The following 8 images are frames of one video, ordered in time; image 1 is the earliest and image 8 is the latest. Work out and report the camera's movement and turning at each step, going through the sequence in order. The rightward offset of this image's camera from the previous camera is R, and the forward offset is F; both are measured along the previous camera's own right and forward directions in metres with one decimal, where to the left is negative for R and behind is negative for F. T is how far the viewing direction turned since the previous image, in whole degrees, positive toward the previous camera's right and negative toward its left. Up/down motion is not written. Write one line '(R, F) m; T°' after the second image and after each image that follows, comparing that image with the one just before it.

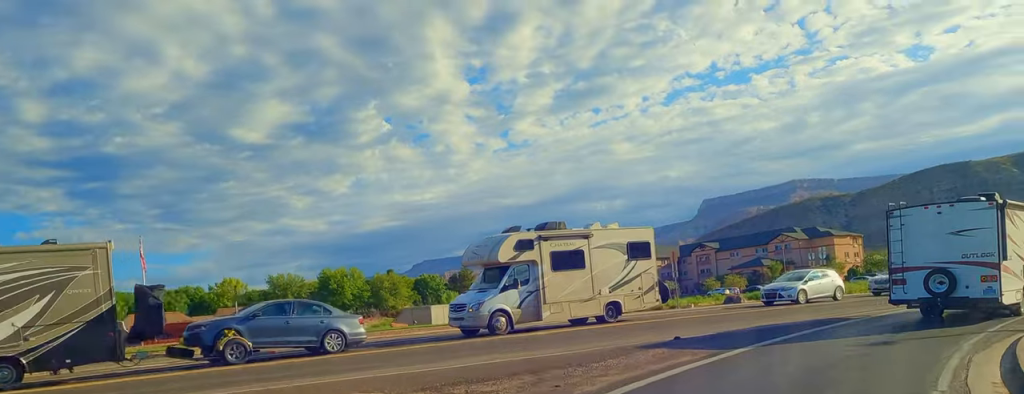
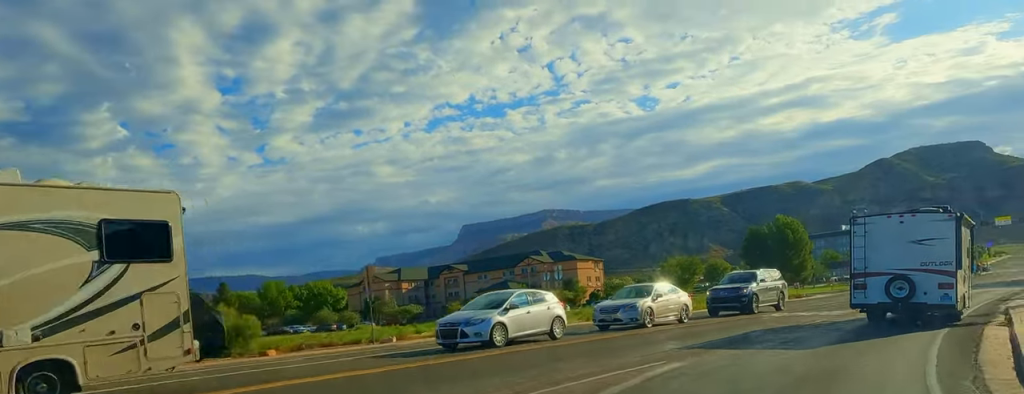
(+2.3, +15.5) m; +14°
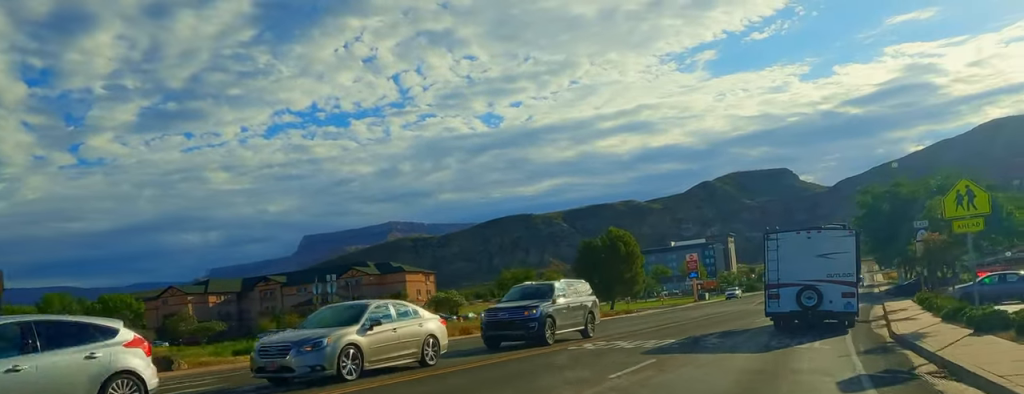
(+0.7, +11.8) m; +6°
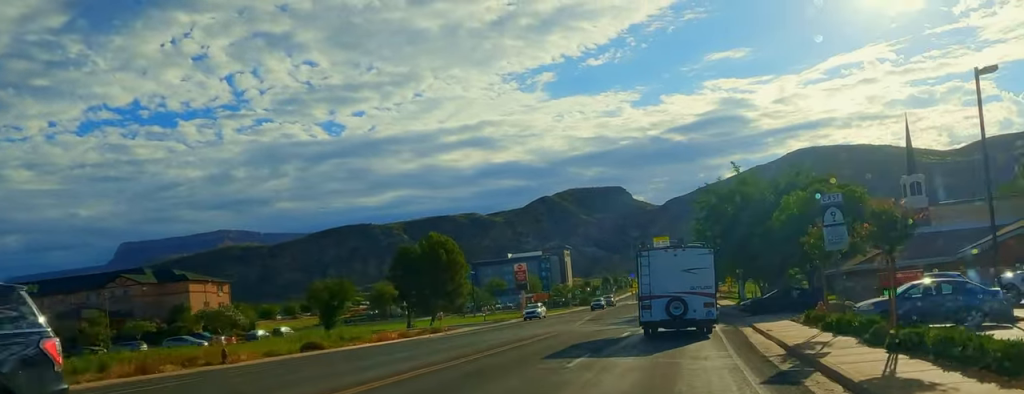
(+2.1, +17.9) m; +3°
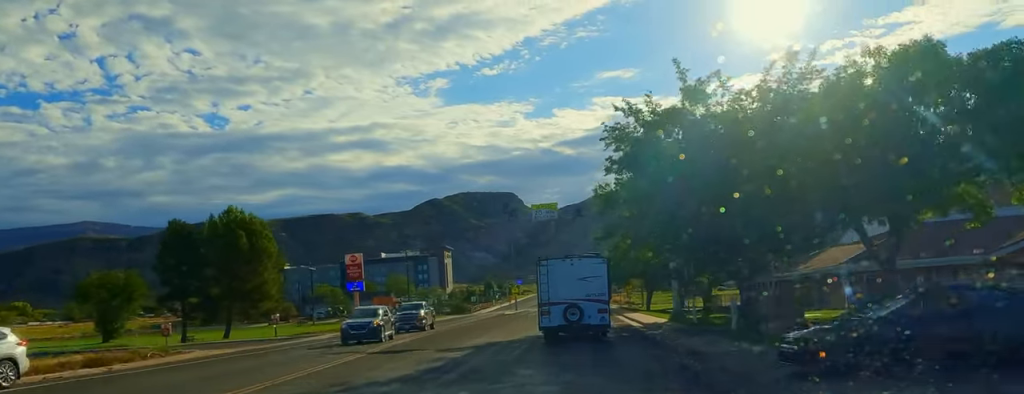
(-0.7, +32.6) m; +1°
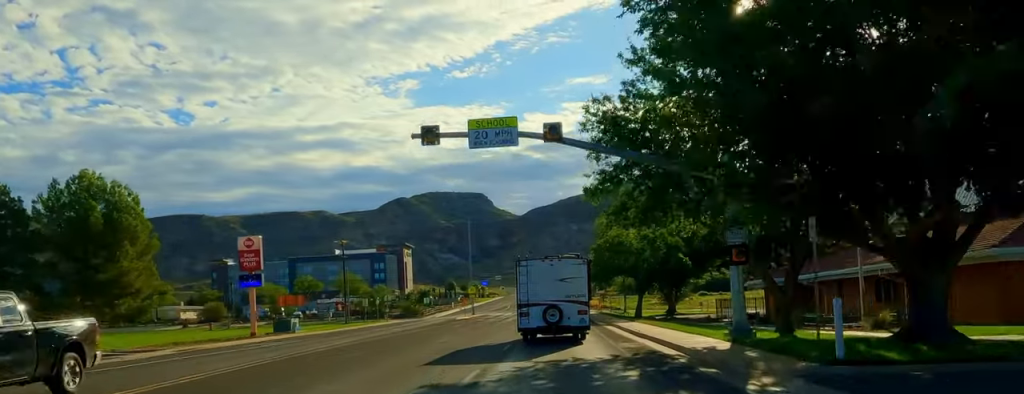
(+0.8, +19.8) m; +2°
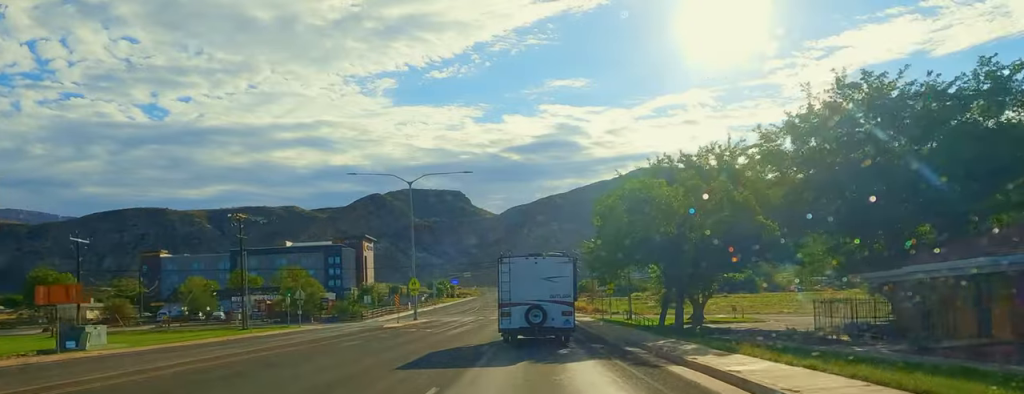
(0.0, +26.6) m; 0°
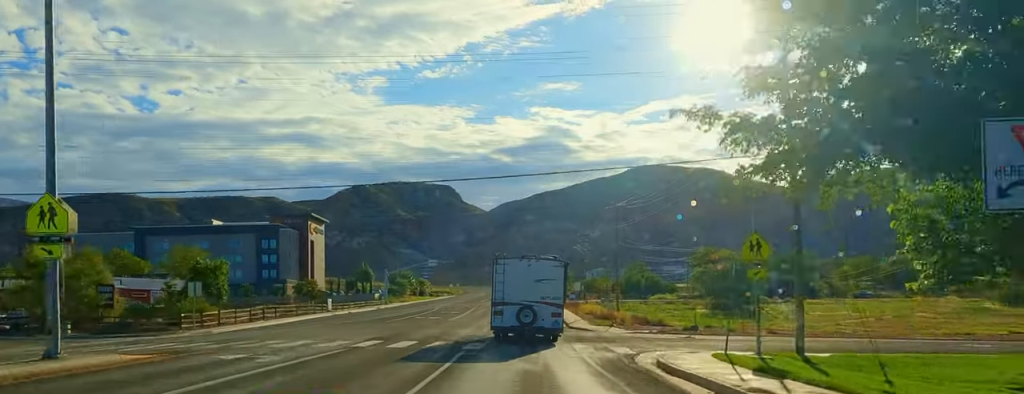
(0.0, +46.0) m; 0°
